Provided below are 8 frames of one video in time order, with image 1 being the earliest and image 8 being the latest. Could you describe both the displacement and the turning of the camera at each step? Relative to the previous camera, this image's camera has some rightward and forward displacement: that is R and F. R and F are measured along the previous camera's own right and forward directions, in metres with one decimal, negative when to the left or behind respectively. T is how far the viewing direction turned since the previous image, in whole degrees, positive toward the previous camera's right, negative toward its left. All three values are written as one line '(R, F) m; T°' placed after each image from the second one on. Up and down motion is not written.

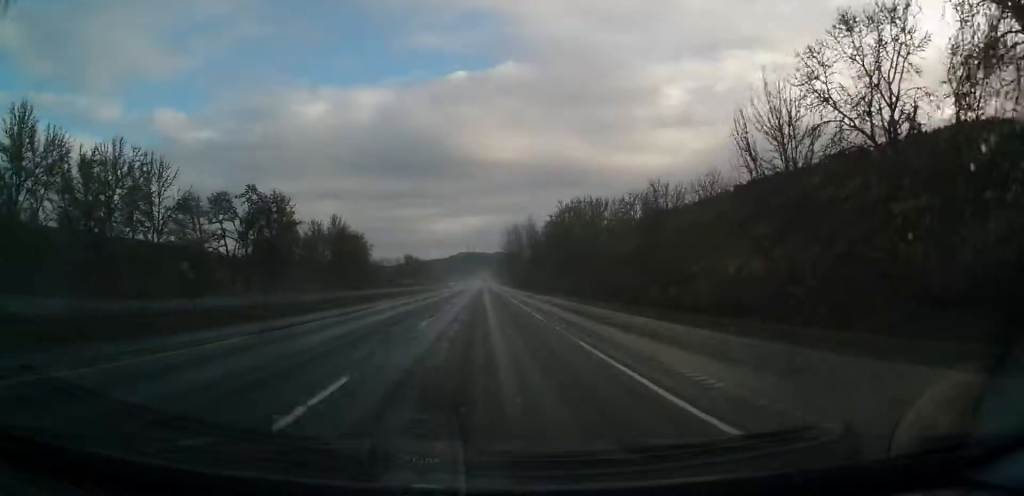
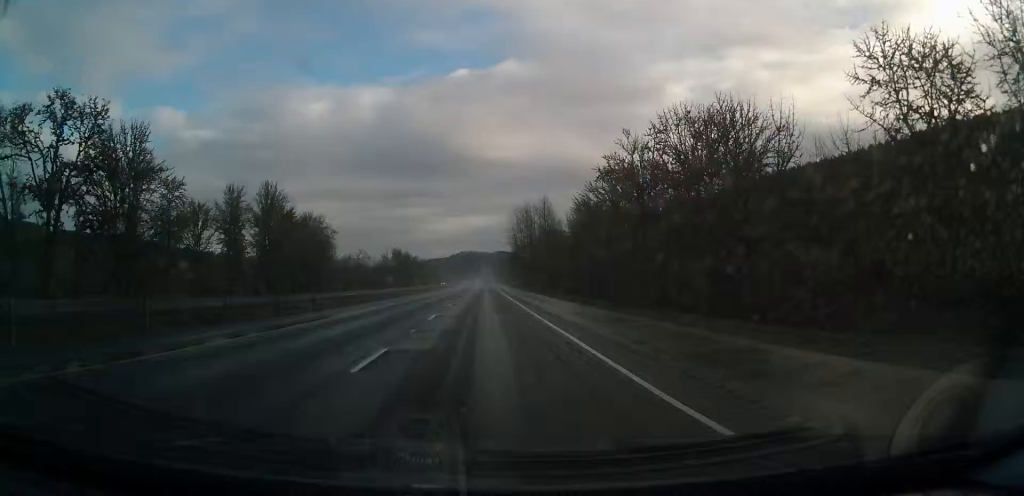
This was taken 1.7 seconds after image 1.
(0.0, +56.8) m; 0°
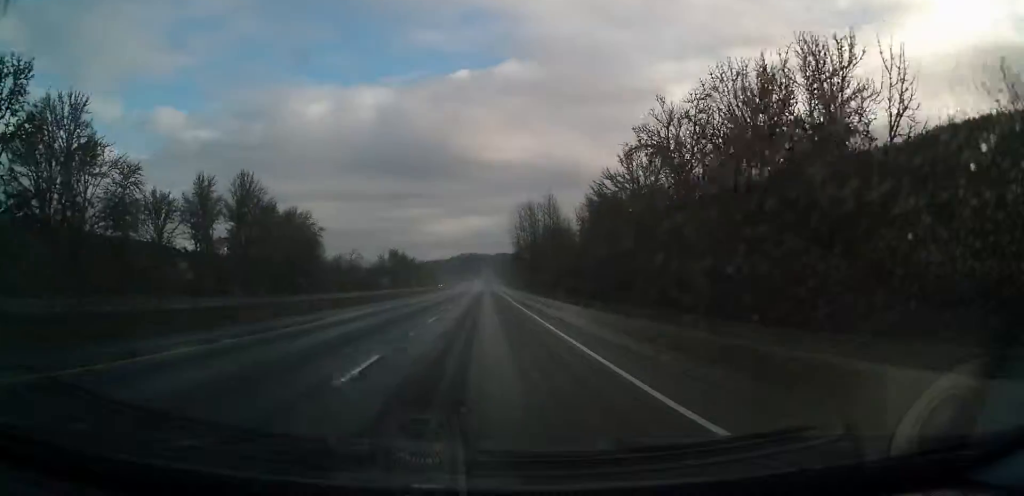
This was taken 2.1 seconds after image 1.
(0.0, +13.1) m; 0°
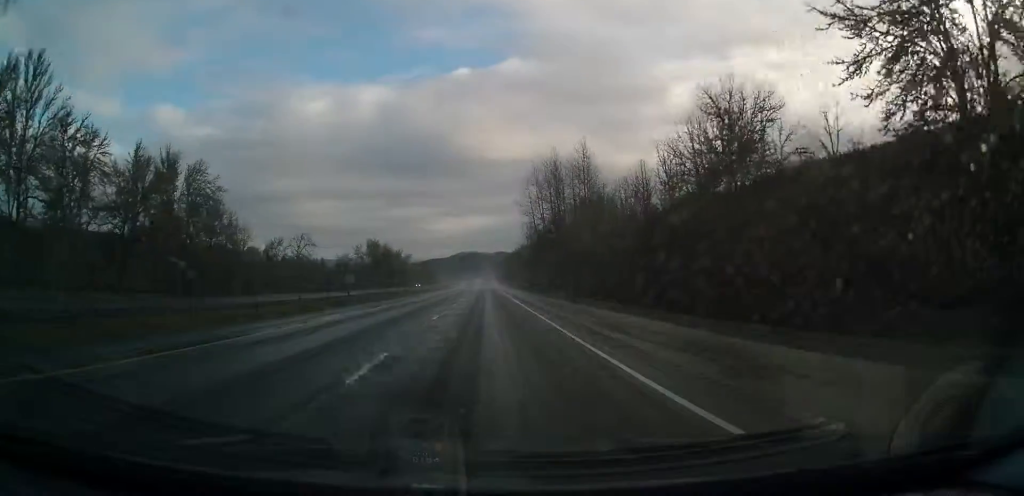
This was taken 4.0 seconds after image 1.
(0.0, +60.1) m; 0°
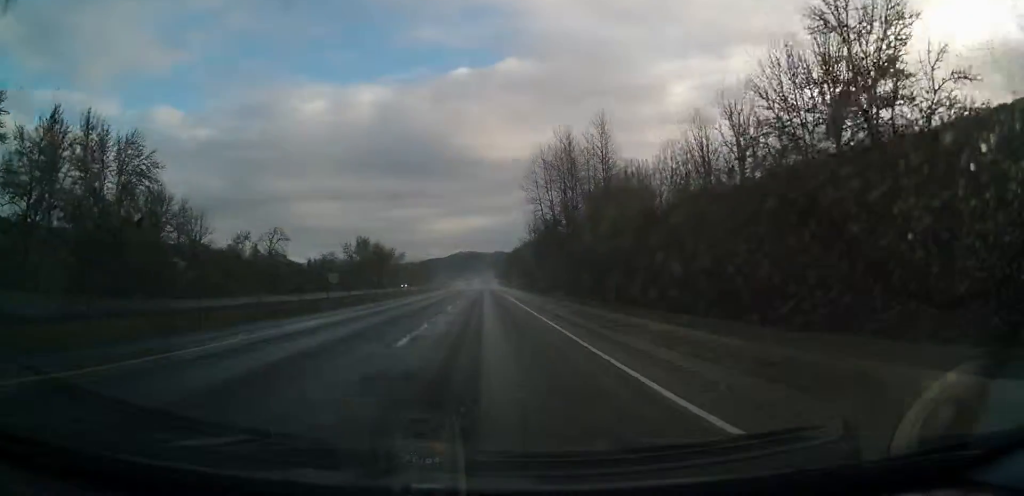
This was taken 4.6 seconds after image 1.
(-0.1, +19.6) m; 0°
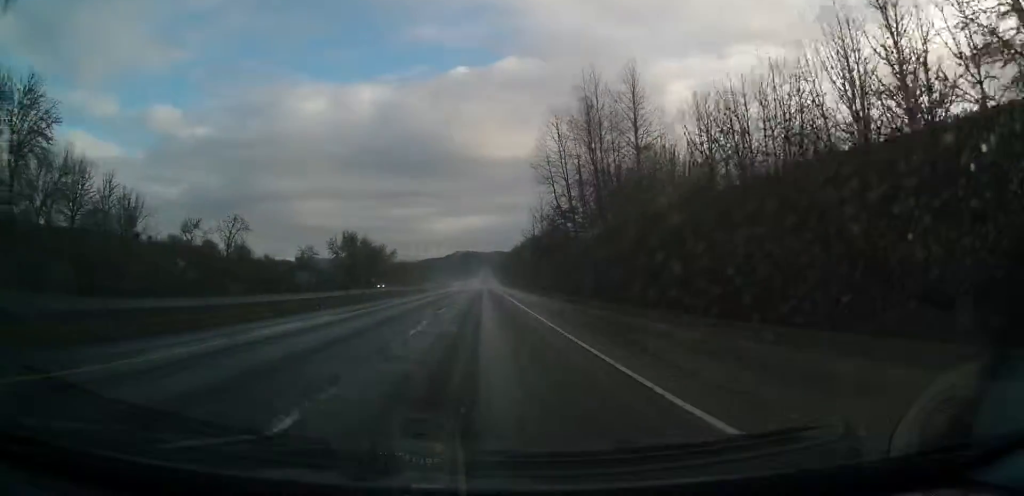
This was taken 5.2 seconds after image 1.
(0.0, +21.8) m; 0°
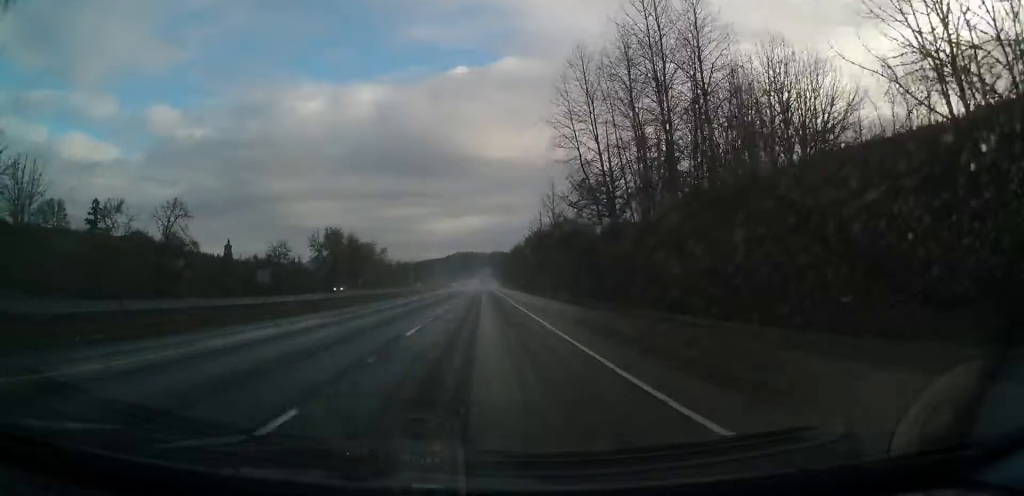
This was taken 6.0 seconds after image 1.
(+0.3, +24.0) m; 0°
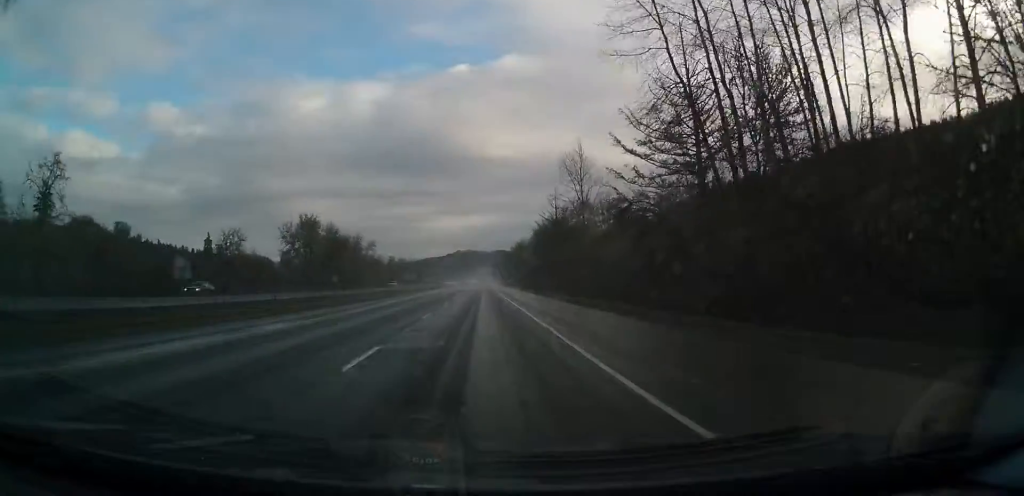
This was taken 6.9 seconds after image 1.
(-0.4, +30.5) m; 0°
